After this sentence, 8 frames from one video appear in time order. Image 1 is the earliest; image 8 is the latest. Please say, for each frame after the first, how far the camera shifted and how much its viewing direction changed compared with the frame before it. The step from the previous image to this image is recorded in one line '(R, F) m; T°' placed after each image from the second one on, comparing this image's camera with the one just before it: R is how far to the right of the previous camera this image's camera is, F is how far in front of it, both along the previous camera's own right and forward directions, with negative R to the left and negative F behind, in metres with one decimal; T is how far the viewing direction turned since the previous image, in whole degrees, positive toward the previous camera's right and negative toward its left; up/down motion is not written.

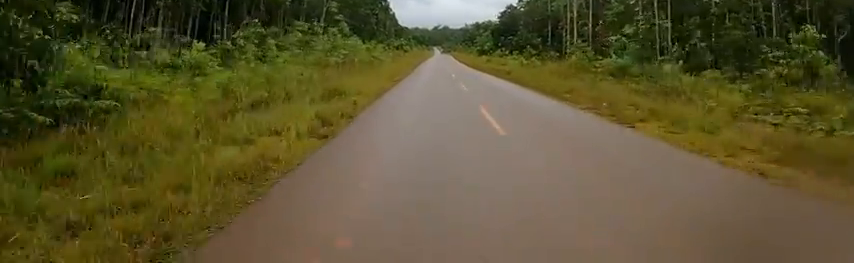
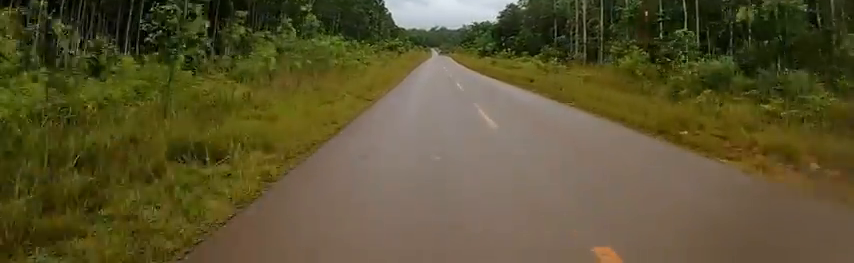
(-0.2, +7.2) m; +1°
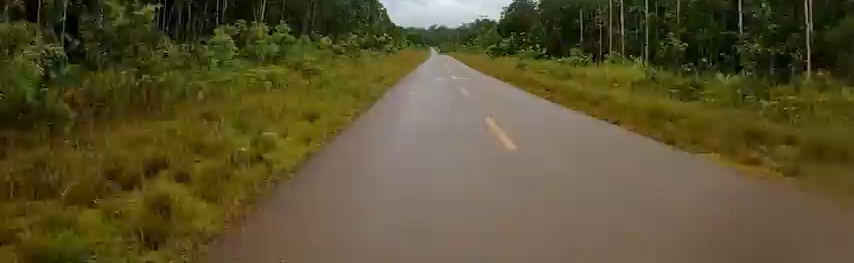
(+0.5, +18.0) m; 0°
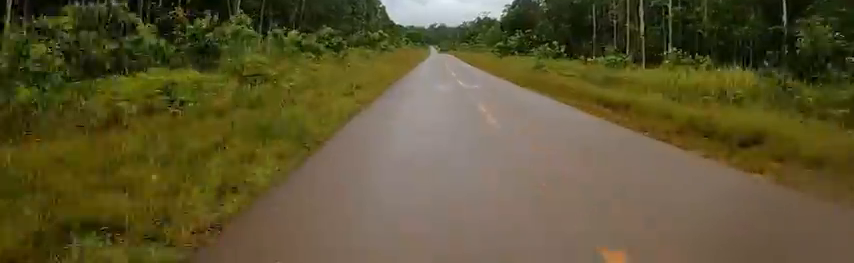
(-0.3, +6.2) m; 0°
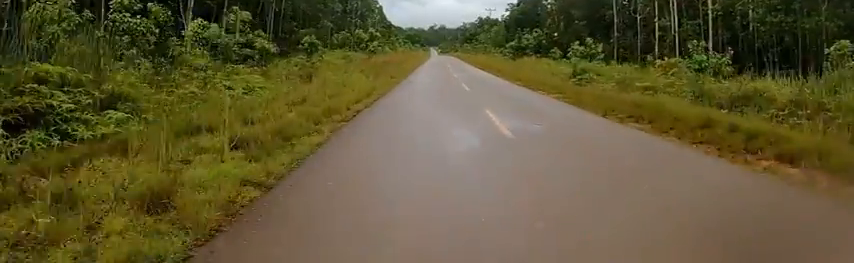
(-0.1, +9.0) m; +1°
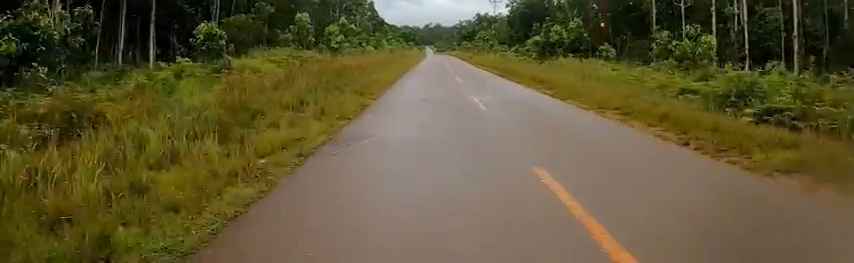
(+0.5, +13.9) m; +1°
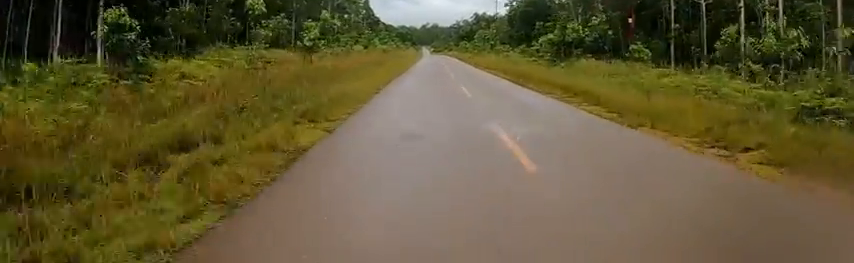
(+0.1, +5.6) m; -1°
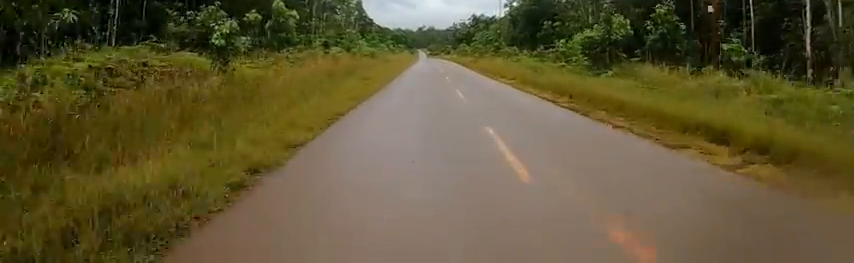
(-0.1, +8.9) m; -2°
